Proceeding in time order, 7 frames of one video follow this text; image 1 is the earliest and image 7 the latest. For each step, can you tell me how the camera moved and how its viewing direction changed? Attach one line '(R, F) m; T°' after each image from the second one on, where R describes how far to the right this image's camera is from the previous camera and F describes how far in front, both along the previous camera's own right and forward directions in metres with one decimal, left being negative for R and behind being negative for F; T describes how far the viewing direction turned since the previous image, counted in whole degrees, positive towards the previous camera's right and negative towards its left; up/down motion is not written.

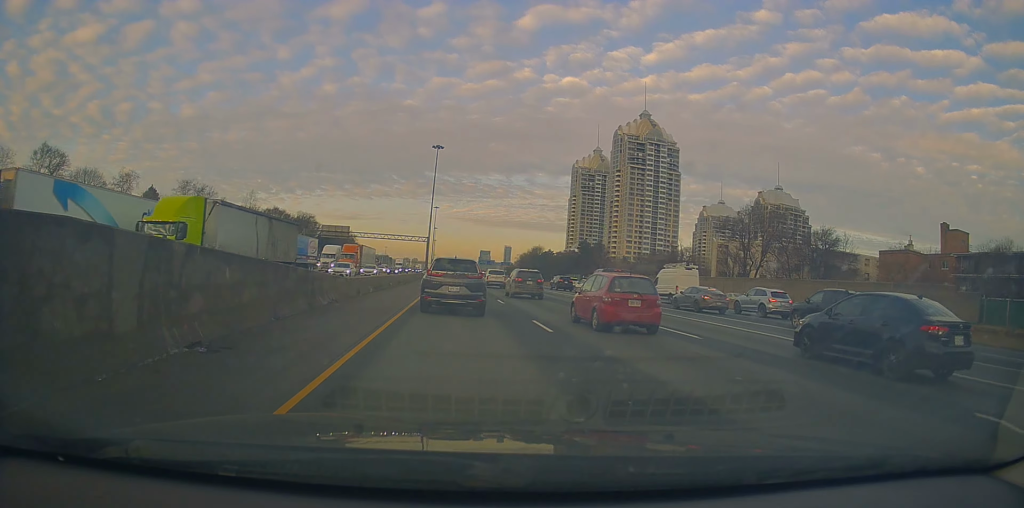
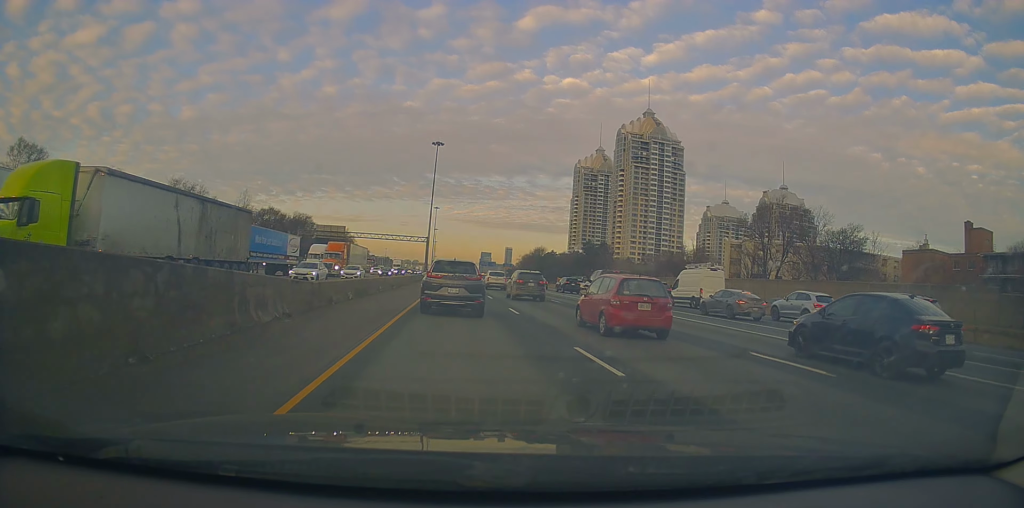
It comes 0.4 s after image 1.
(+0.2, +5.7) m; -1°
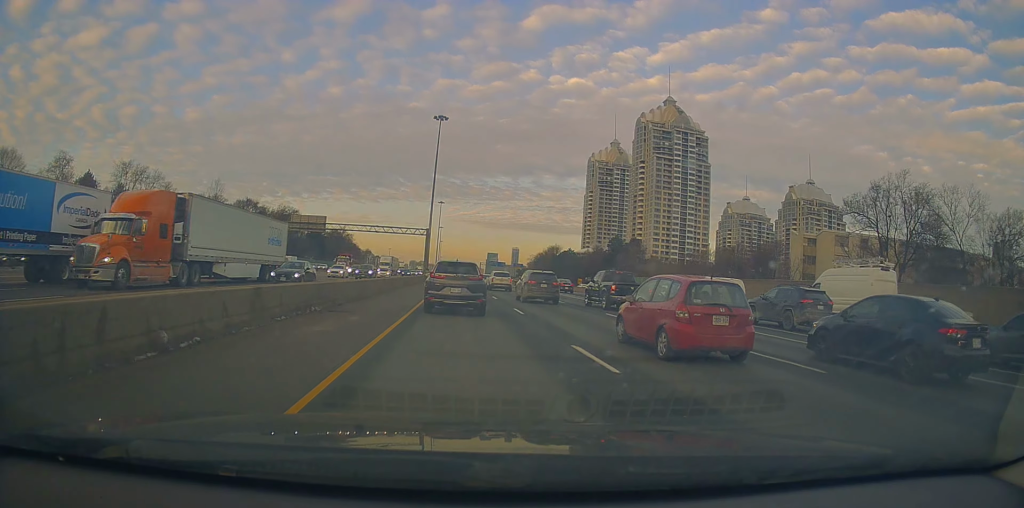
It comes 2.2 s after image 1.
(-0.8, +23.7) m; -1°
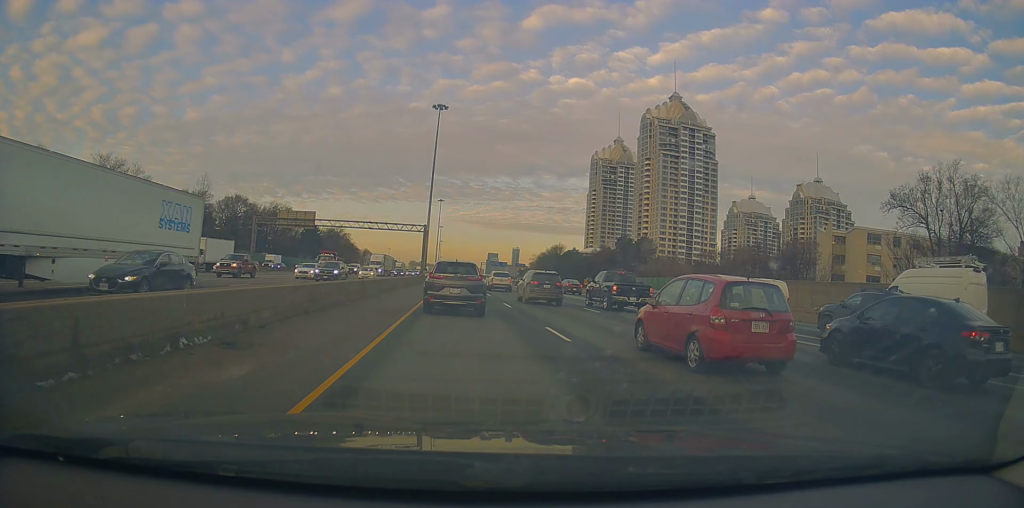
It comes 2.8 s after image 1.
(+0.2, +7.6) m; +1°
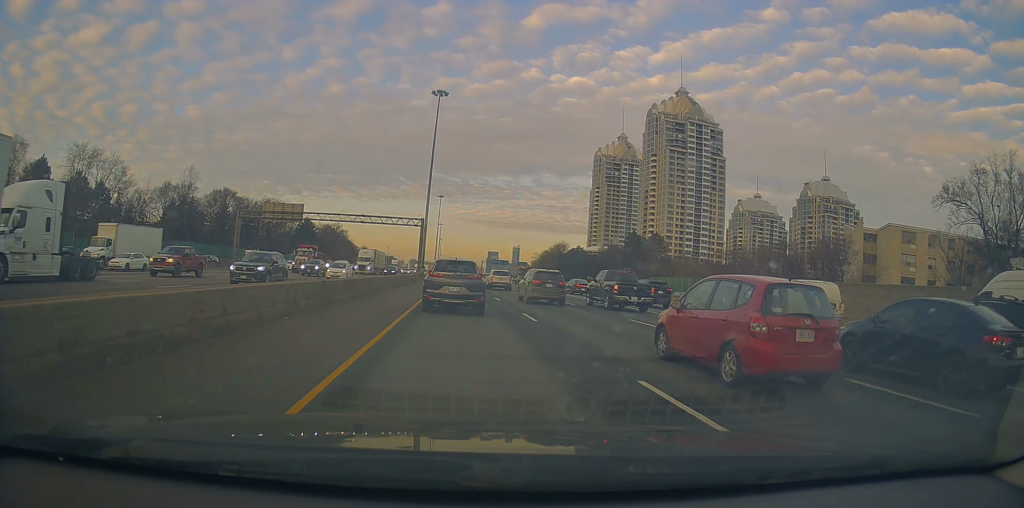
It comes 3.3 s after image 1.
(0.0, +7.4) m; 0°
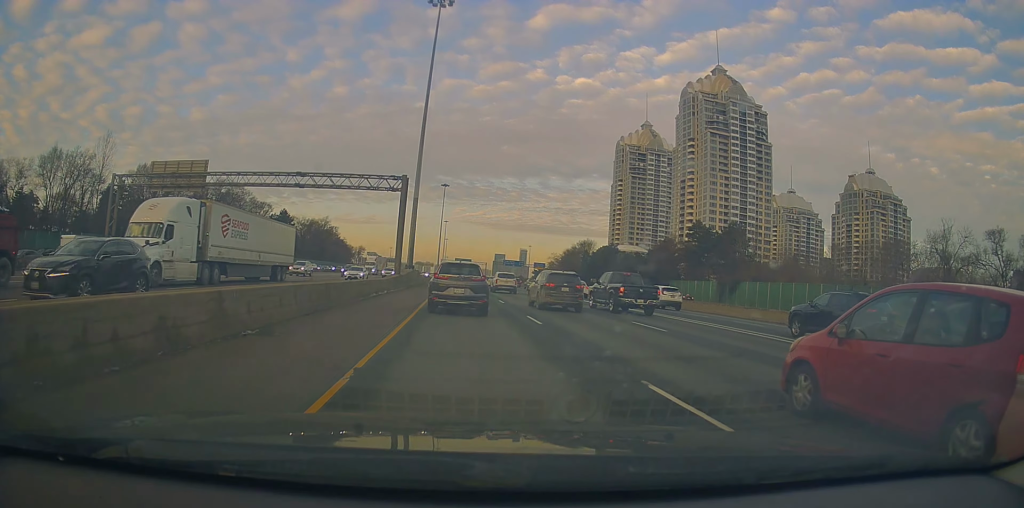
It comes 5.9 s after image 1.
(-0.9, +36.2) m; -2°
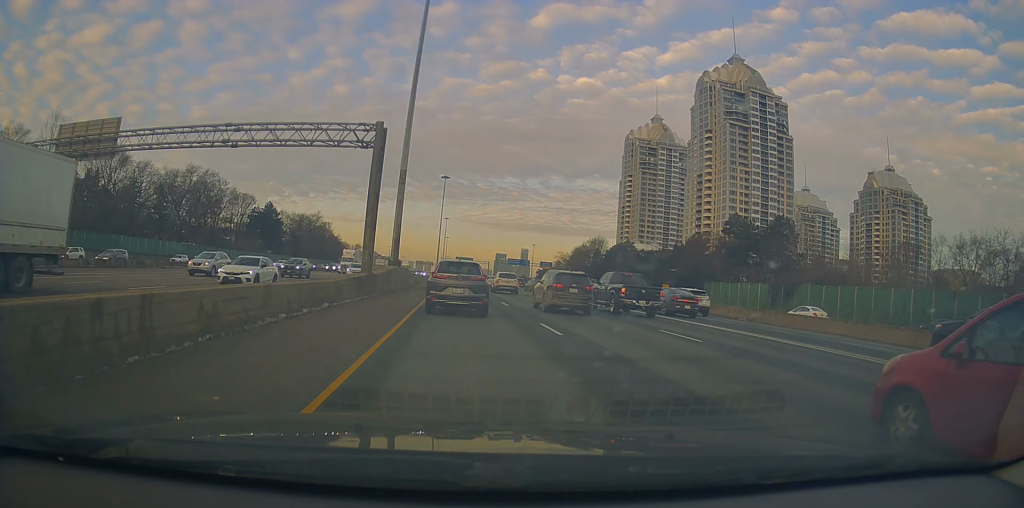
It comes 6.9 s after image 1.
(+0.4, +14.5) m; +1°
